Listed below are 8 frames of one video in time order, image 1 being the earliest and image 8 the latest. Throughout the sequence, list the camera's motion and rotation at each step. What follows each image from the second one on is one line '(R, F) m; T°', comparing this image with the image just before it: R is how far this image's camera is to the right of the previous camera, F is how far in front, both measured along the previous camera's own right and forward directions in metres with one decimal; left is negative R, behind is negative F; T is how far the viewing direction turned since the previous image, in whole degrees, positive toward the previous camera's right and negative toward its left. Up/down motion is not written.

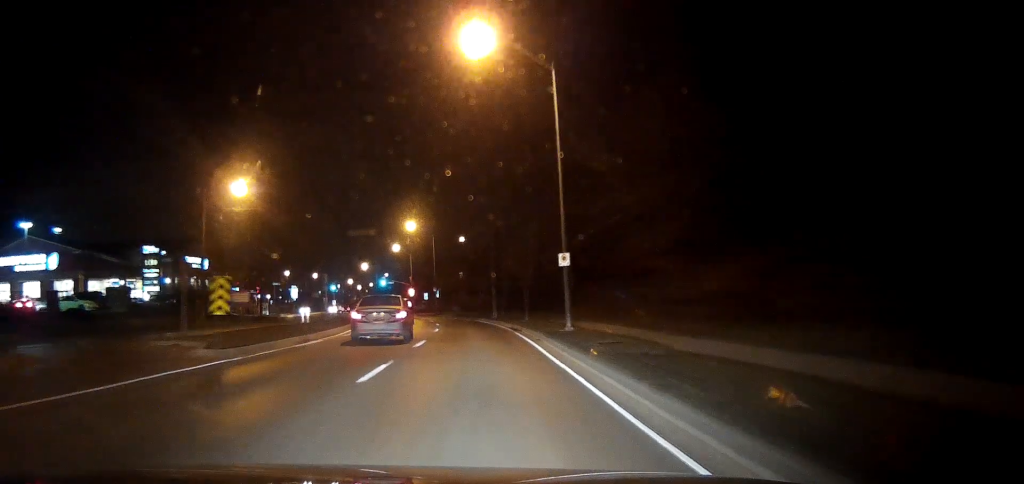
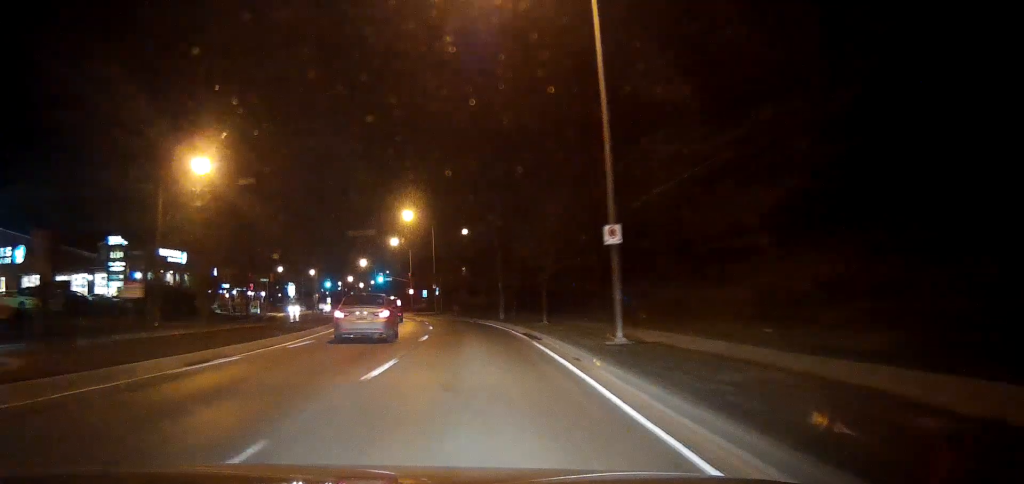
(0.0, +9.3) m; -1°
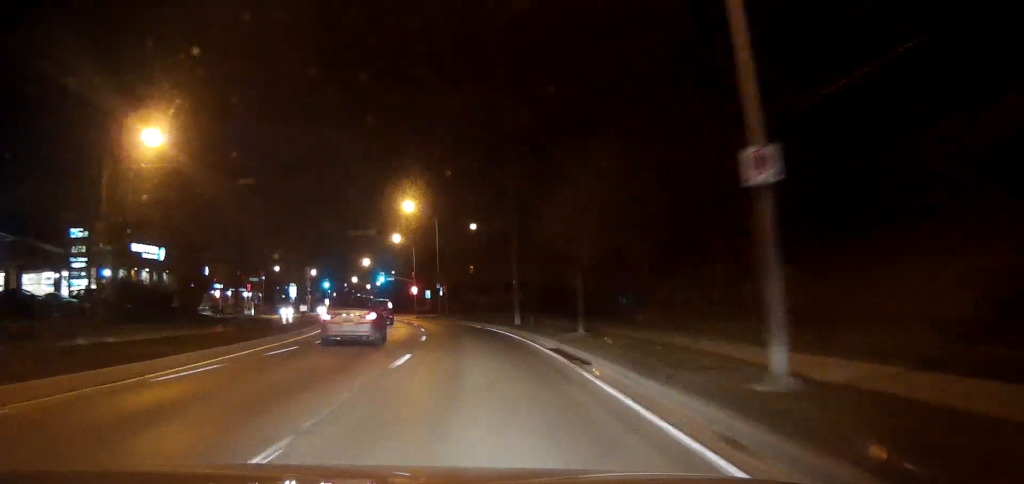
(+0.2, +9.3) m; -1°
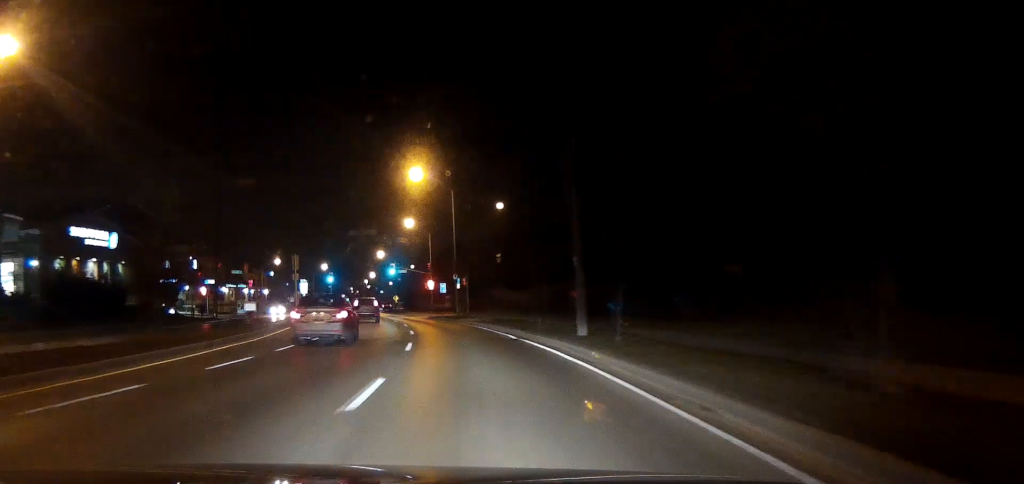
(-0.7, +17.2) m; -3°
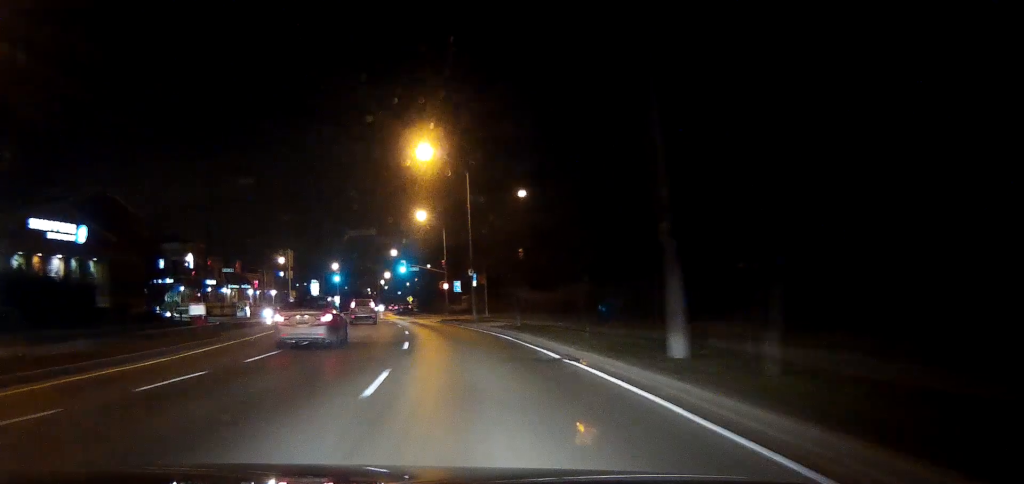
(0.0, +9.0) m; -1°
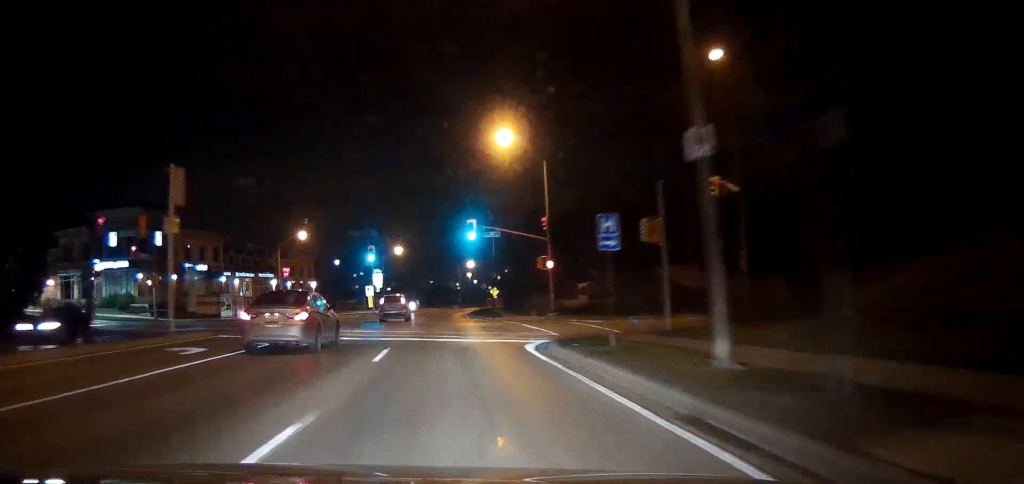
(-2.6, +38.4) m; -7°
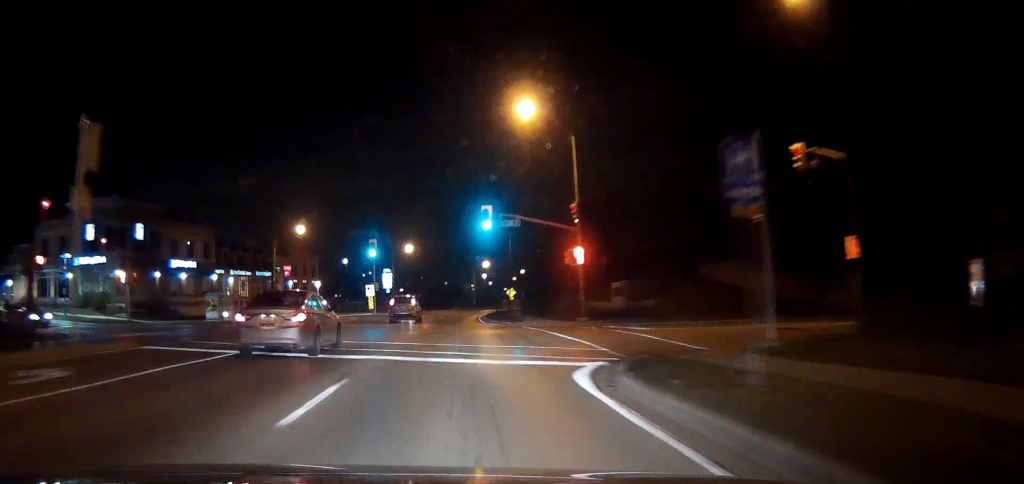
(-0.1, +7.6) m; -1°
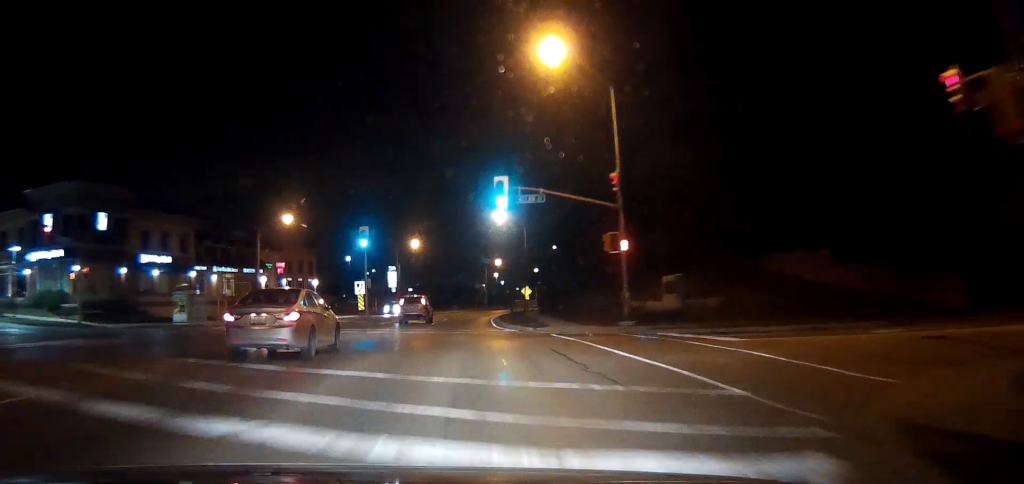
(0.0, +9.3) m; -1°
